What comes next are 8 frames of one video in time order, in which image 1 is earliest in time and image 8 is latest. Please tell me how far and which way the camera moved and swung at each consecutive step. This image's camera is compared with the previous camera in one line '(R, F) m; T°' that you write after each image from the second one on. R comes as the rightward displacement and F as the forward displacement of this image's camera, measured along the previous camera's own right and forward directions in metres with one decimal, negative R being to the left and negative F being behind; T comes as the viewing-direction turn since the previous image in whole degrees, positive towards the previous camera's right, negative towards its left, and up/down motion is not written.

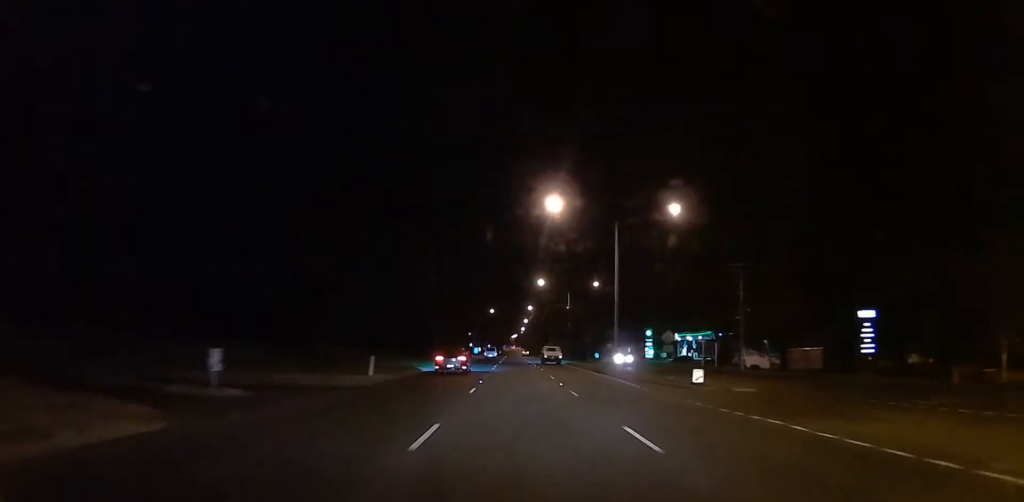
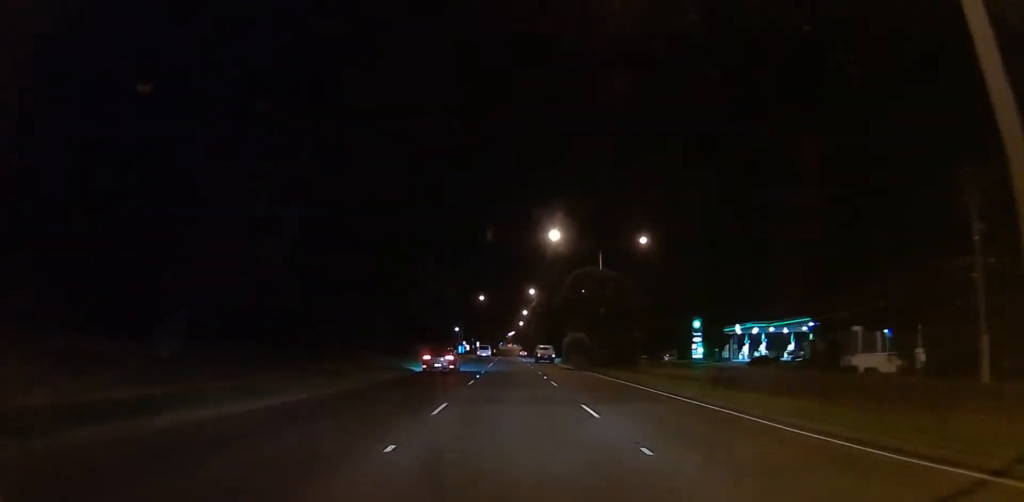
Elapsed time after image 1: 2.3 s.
(+0.3, +42.4) m; +1°
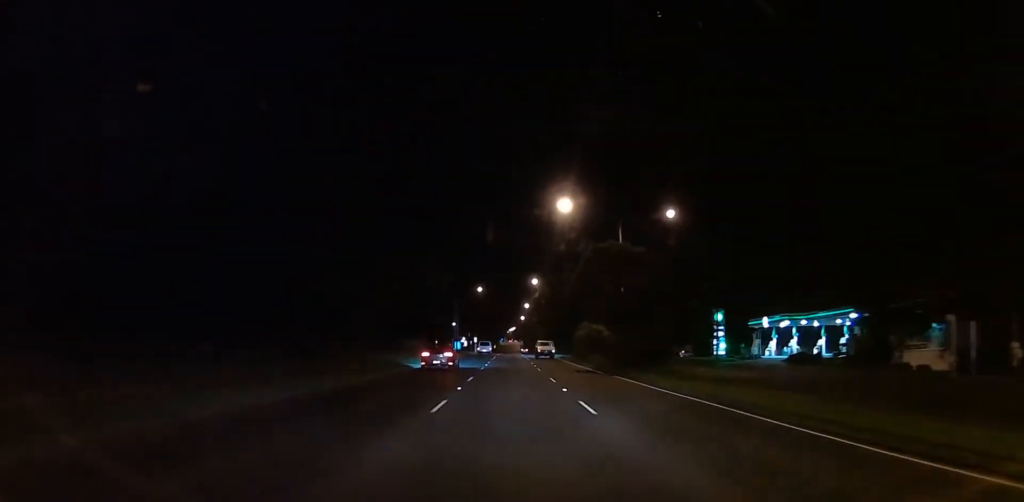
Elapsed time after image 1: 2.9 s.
(0.0, +11.4) m; 0°
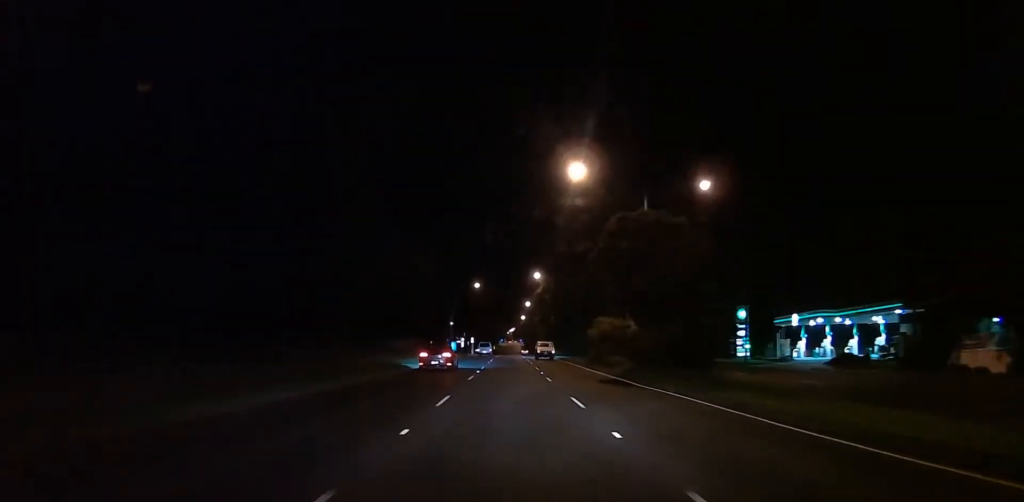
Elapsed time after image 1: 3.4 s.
(0.0, +10.2) m; 0°
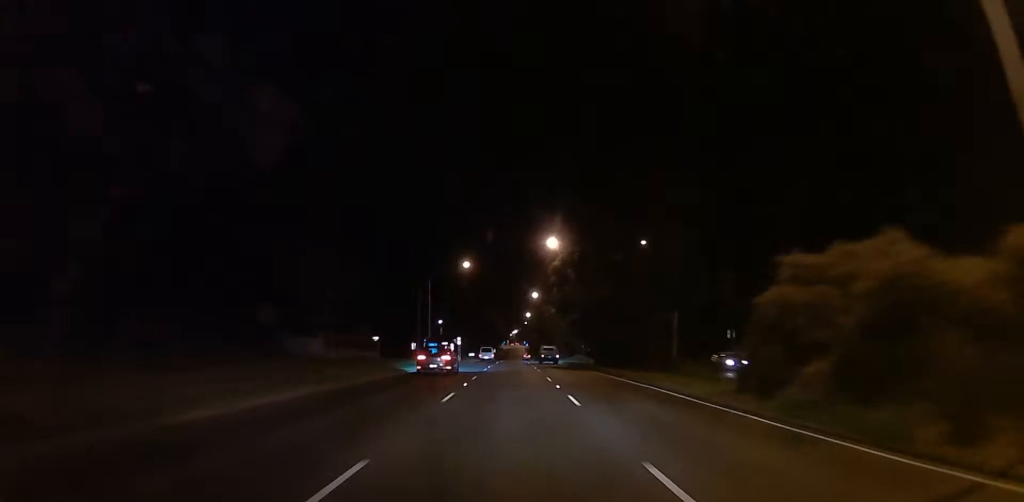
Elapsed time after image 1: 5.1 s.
(-0.5, +32.8) m; -2°
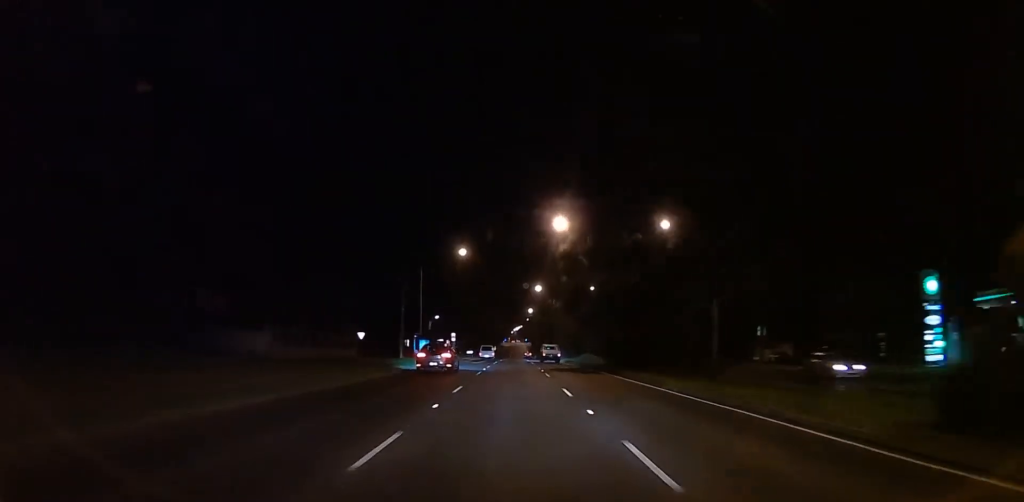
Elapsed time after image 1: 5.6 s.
(0.0, +9.1) m; 0°
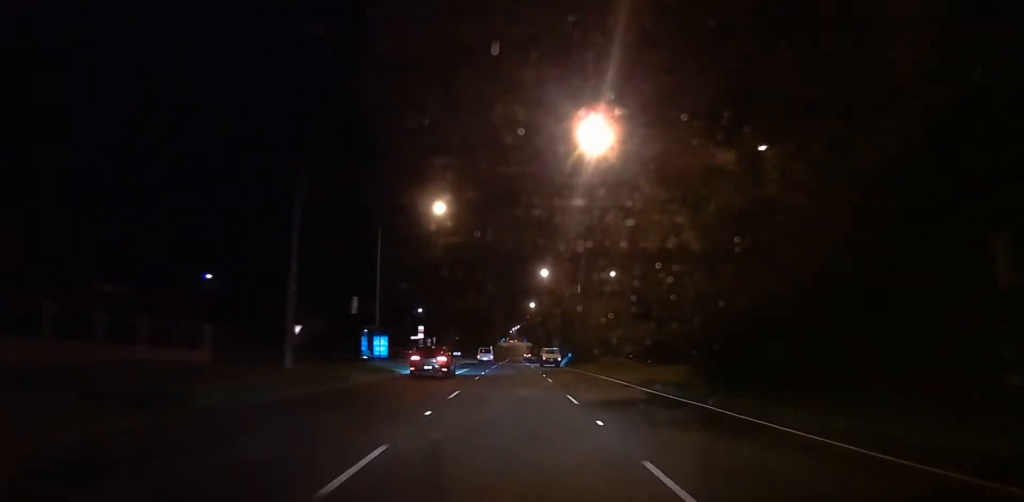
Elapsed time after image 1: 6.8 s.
(0.0, +23.6) m; 0°
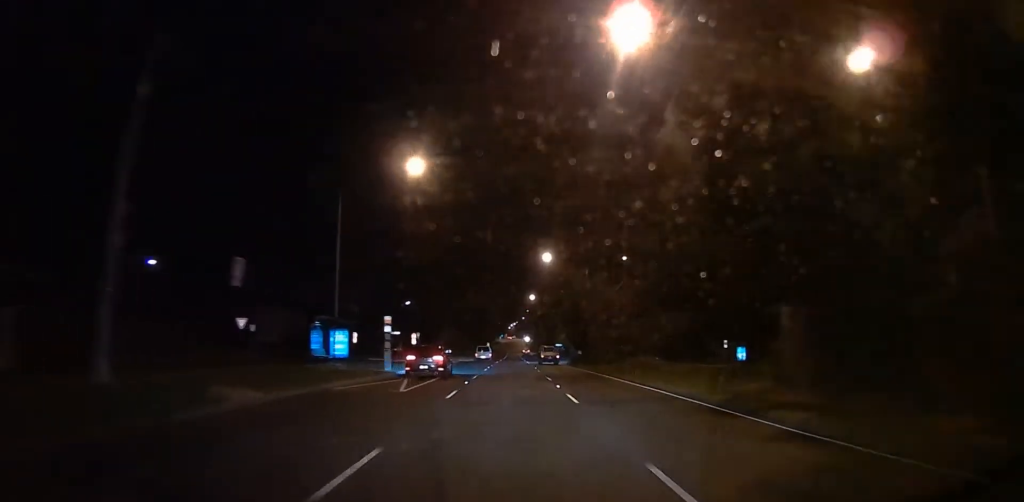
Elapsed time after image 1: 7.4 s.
(0.0, +11.9) m; 0°
